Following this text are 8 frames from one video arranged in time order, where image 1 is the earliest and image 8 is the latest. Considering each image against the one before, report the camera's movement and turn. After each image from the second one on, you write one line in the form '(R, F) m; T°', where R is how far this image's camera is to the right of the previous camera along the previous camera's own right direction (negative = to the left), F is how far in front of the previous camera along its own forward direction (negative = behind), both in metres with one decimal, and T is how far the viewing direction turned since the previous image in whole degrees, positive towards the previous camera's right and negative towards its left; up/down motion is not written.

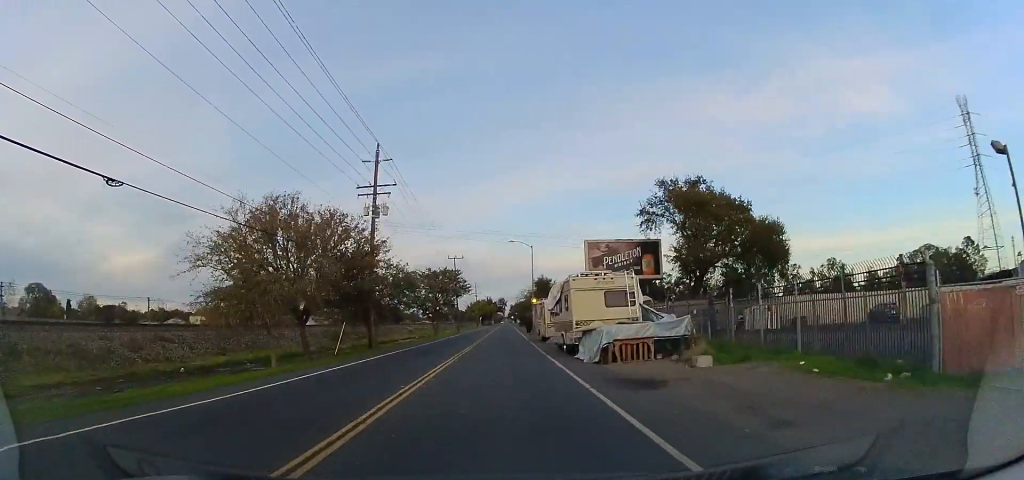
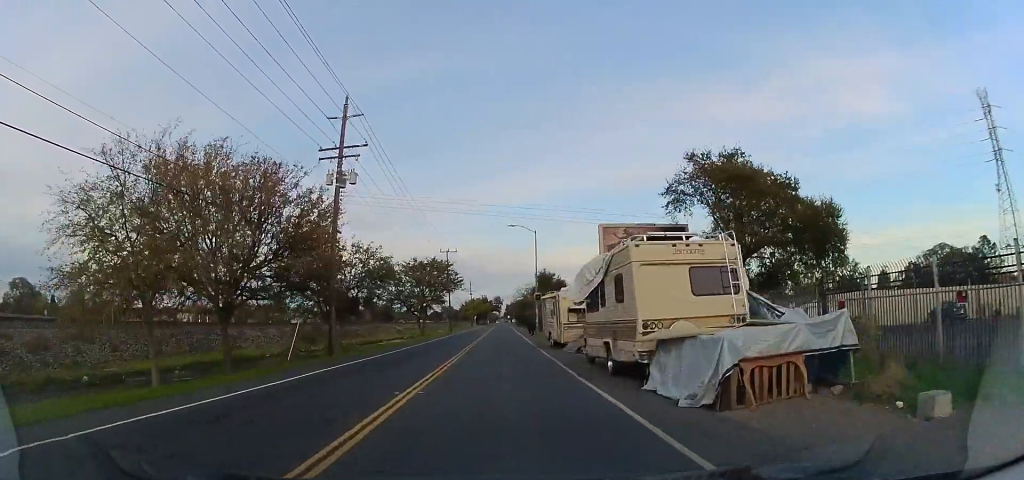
(+0.3, +8.4) m; +2°
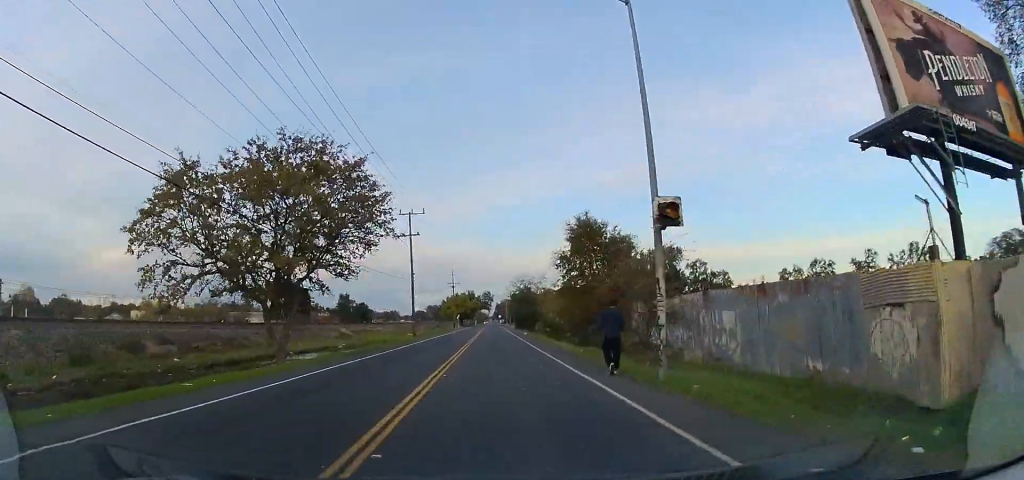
(+1.1, +34.0) m; +1°
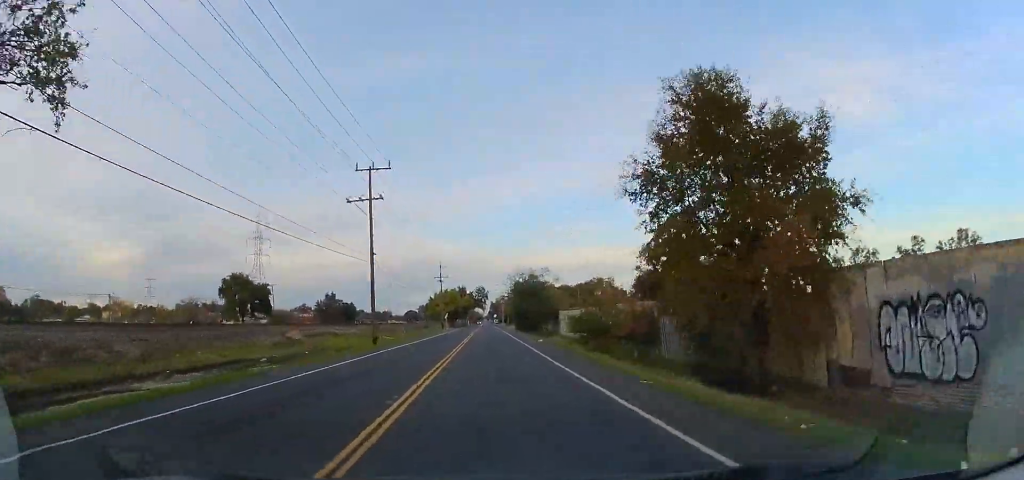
(-0.3, +18.6) m; -1°
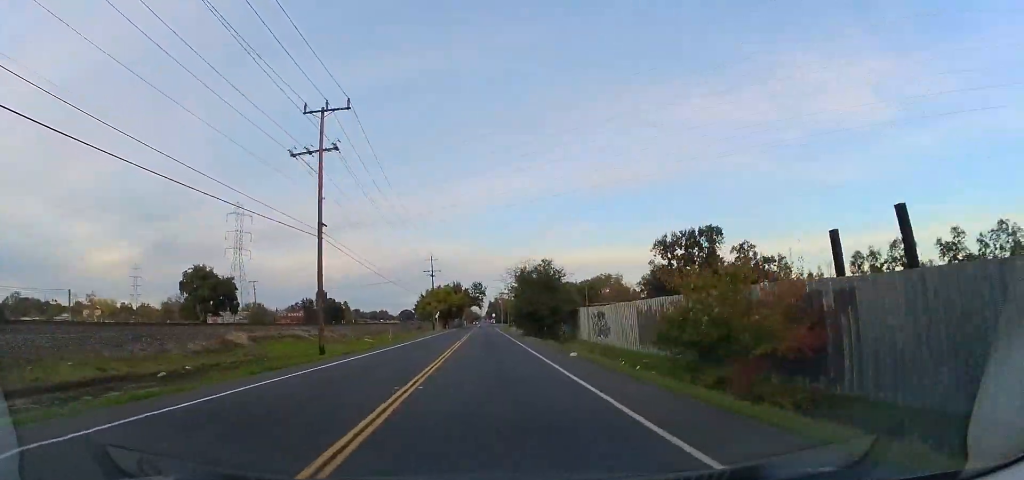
(-0.1, +12.8) m; 0°
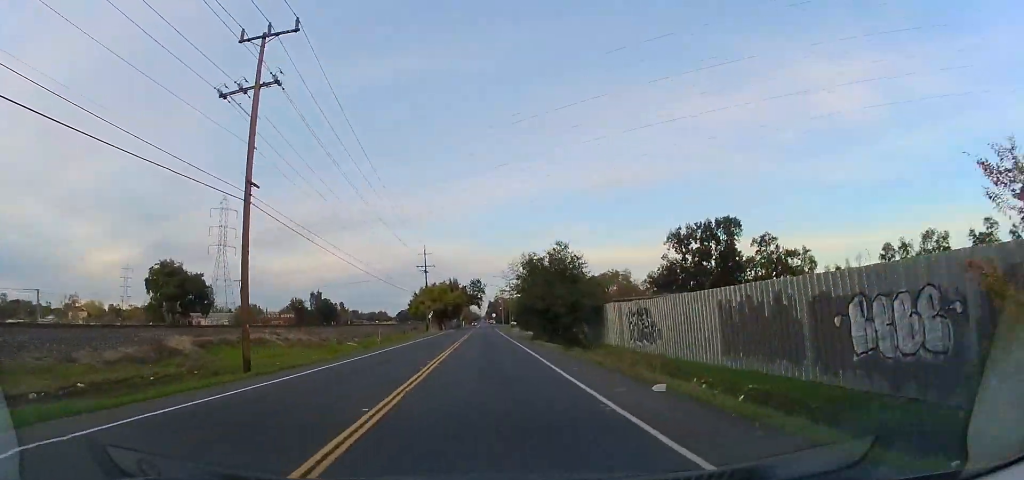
(0.0, +9.5) m; +1°
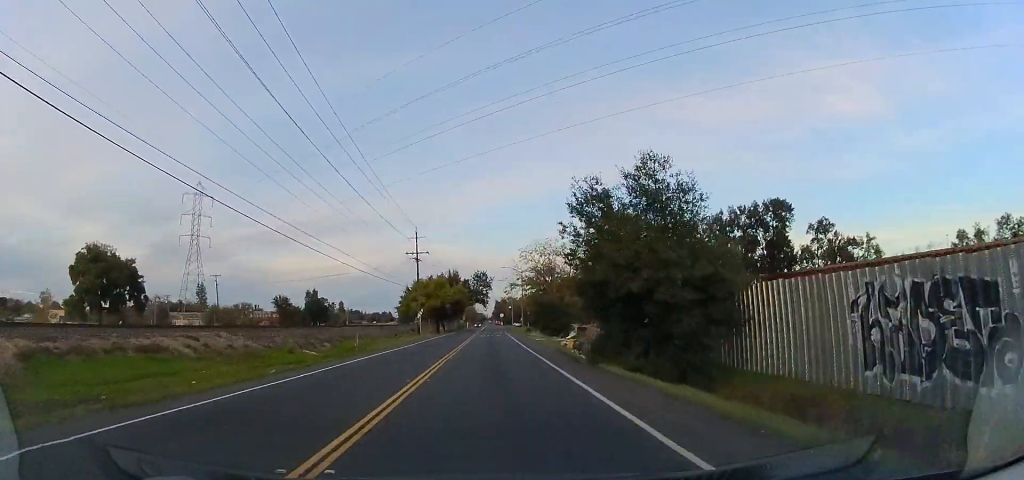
(+0.5, +17.8) m; +3°
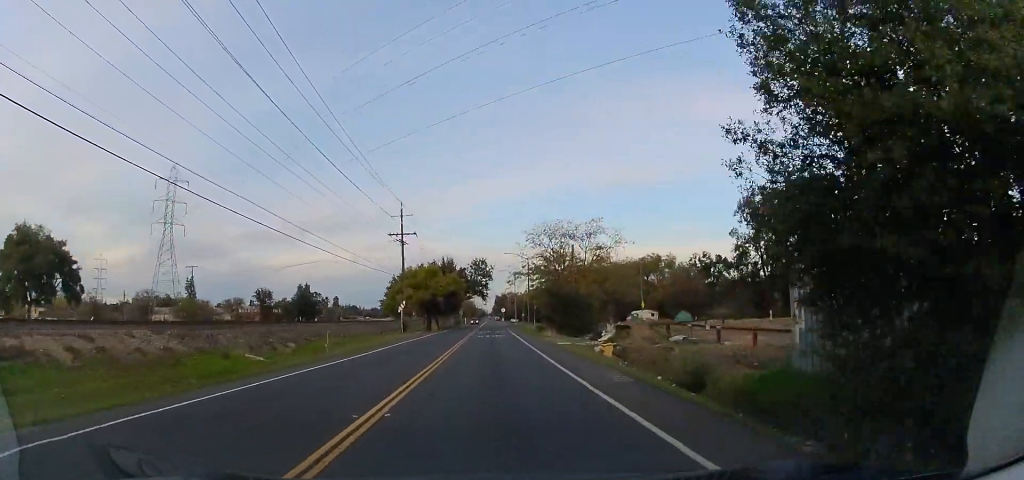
(+0.5, +12.2) m; 0°
